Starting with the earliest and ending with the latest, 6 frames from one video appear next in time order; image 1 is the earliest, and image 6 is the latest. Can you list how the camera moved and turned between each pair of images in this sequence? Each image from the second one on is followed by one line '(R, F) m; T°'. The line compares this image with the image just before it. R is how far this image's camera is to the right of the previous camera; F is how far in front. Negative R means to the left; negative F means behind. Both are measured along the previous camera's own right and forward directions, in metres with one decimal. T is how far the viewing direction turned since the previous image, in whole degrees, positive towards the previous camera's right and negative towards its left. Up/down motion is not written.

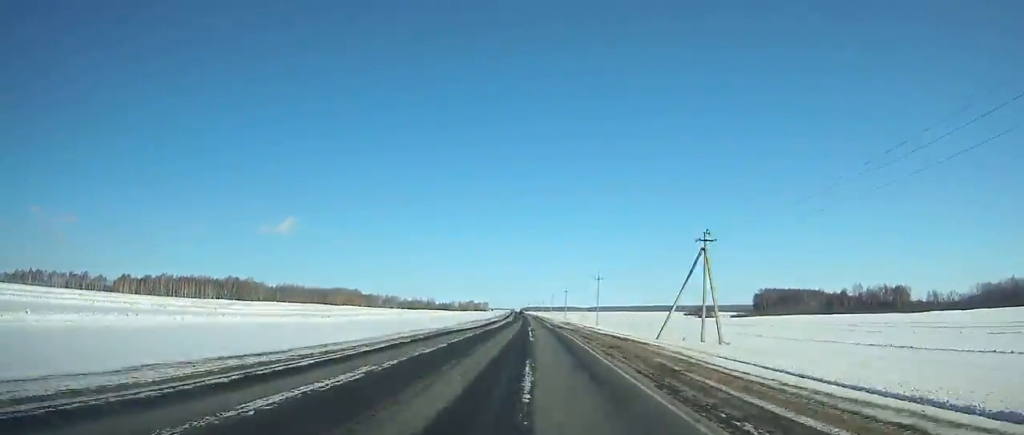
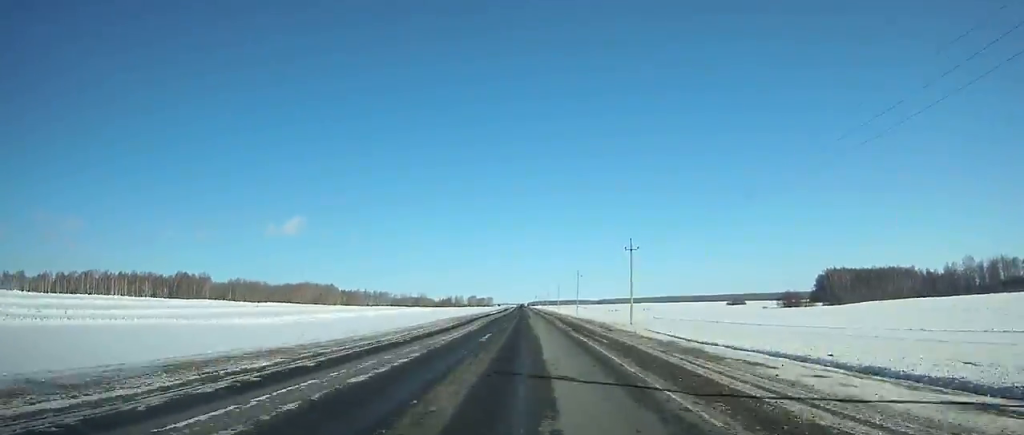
(-1.0, +97.5) m; -1°
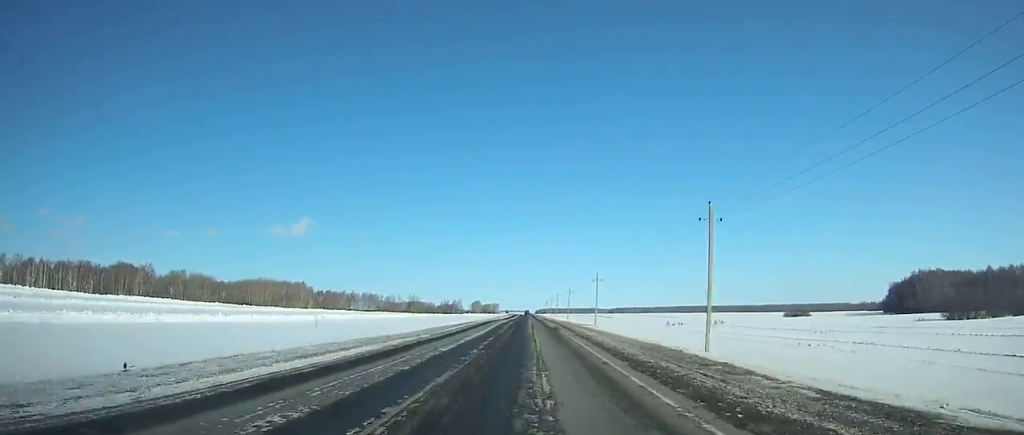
(-0.3, +87.2) m; 0°
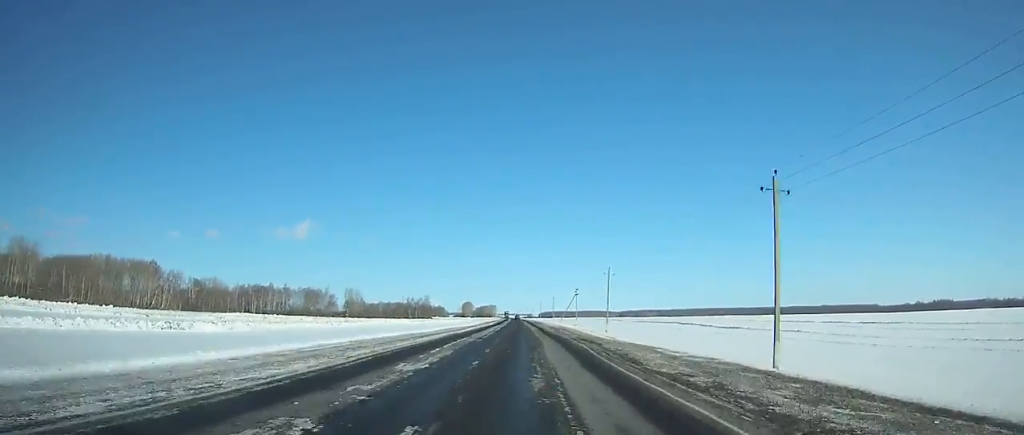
(-0.9, +190.5) m; -1°
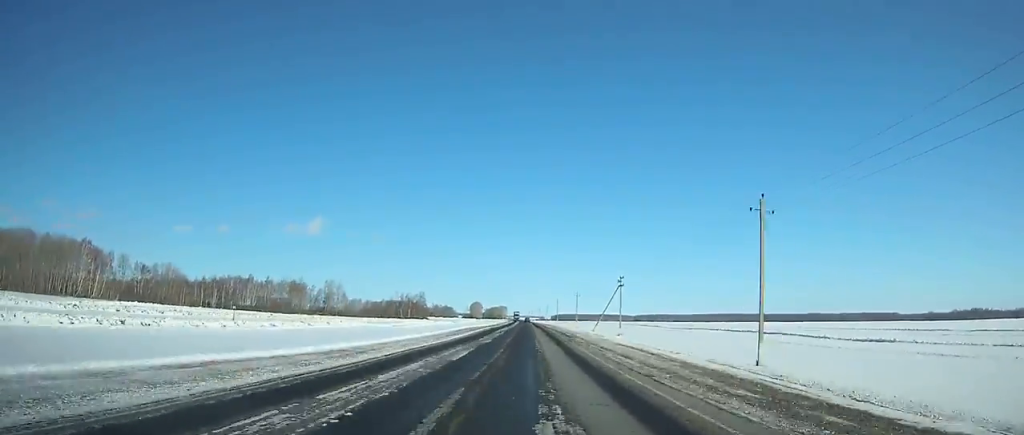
(-0.2, +54.0) m; 0°
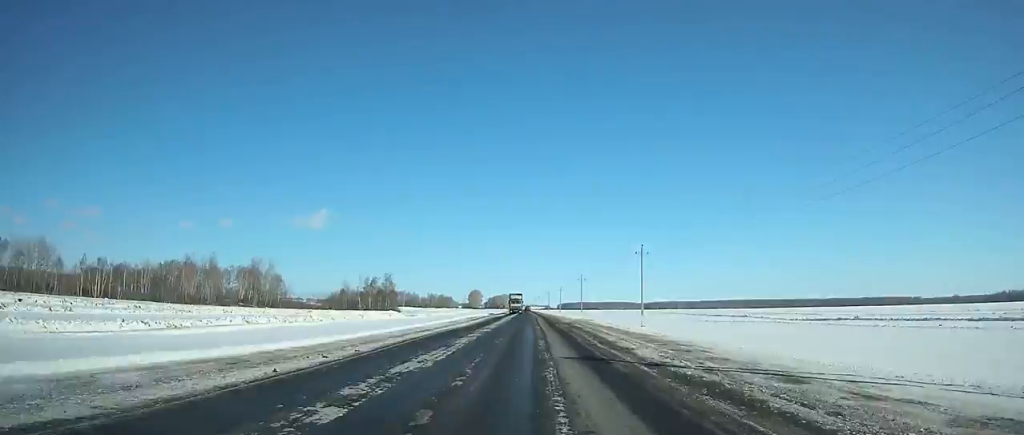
(-0.3, +82.8) m; 0°
